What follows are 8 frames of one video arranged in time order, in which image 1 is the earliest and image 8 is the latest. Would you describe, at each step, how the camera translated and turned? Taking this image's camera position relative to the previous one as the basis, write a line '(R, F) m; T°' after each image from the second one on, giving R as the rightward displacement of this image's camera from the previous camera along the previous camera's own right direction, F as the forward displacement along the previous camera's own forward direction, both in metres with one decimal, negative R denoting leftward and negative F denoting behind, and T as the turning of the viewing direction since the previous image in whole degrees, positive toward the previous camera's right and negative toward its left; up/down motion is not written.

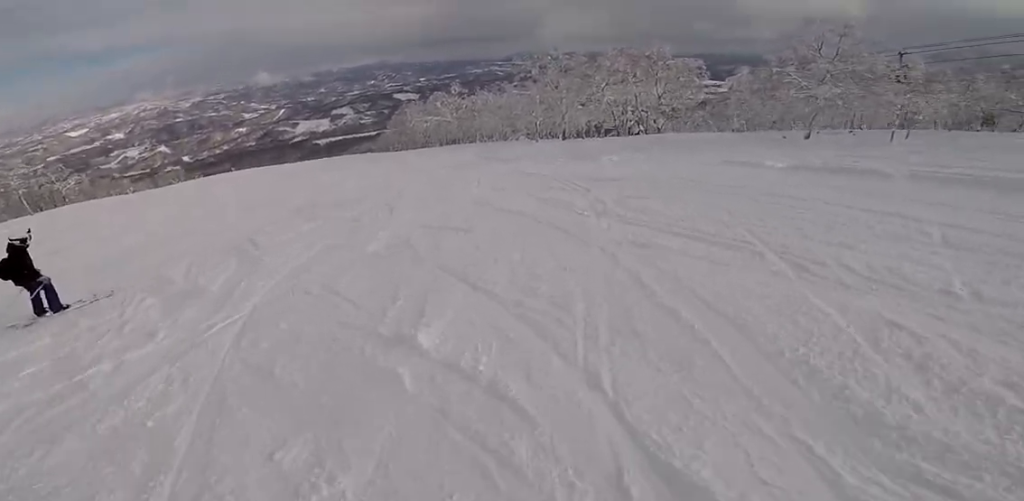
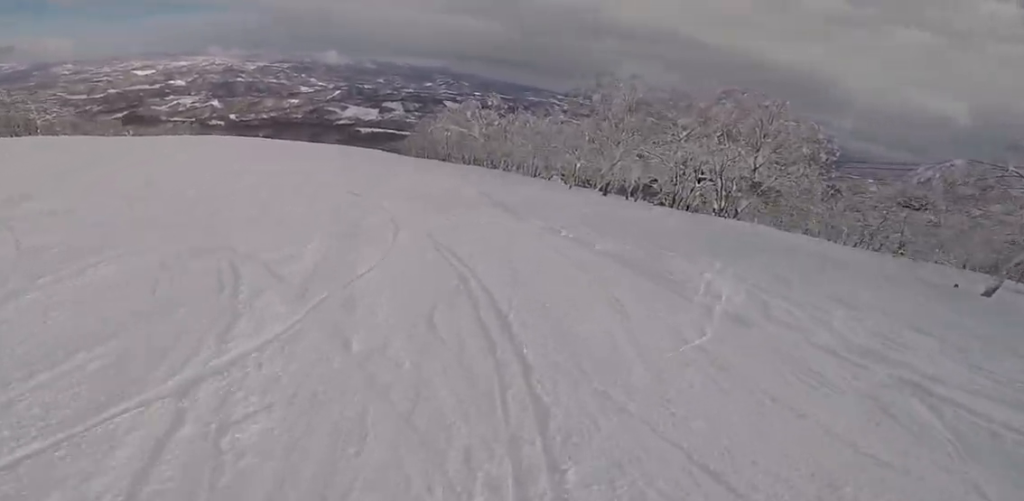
(+0.7, +10.8) m; -3°
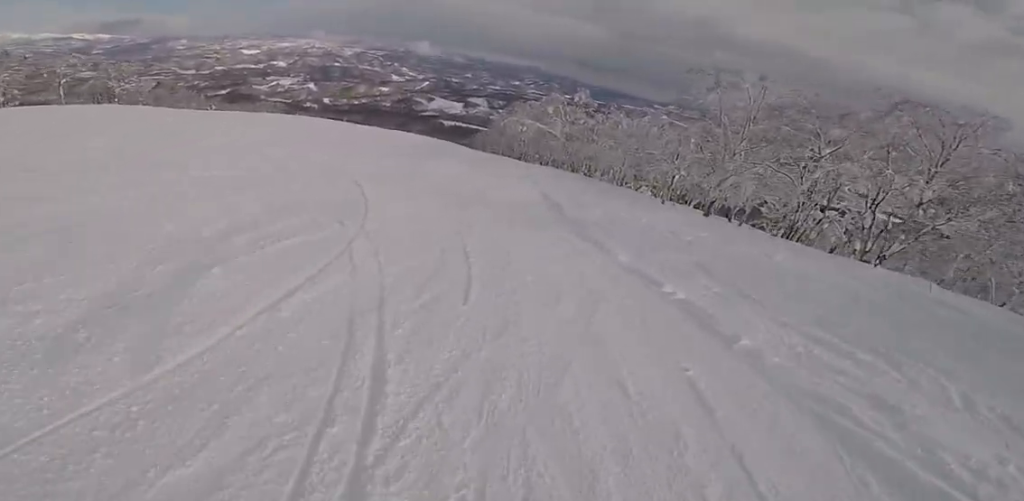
(-0.5, +5.3) m; -5°
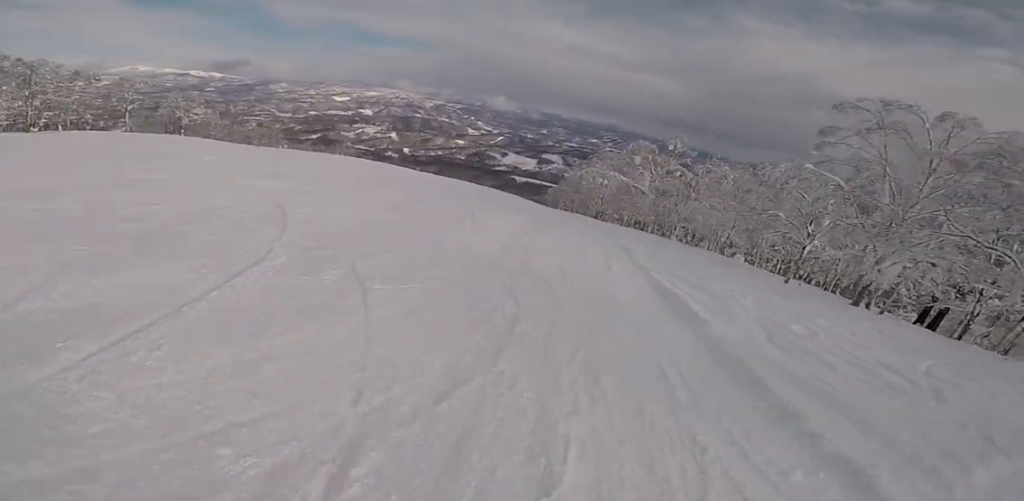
(-0.2, +7.2) m; -8°
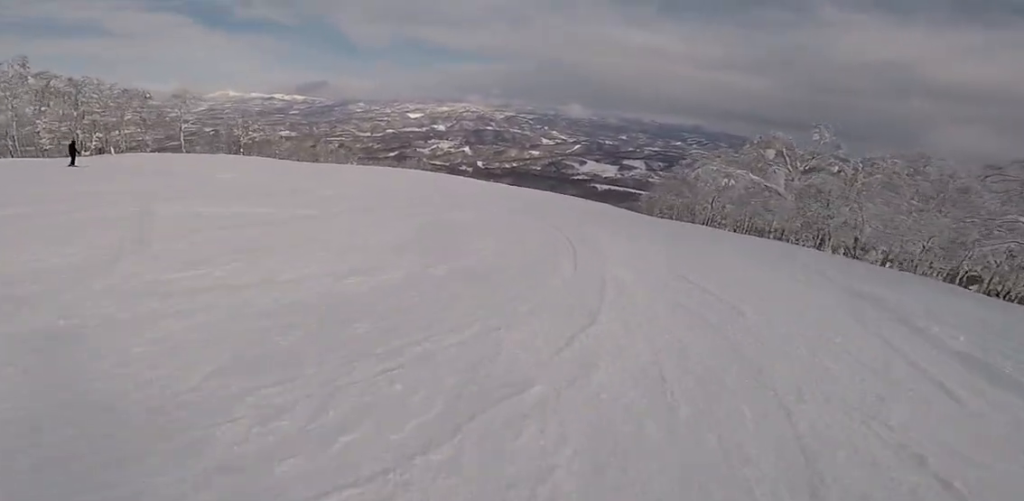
(-0.5, +7.0) m; -7°
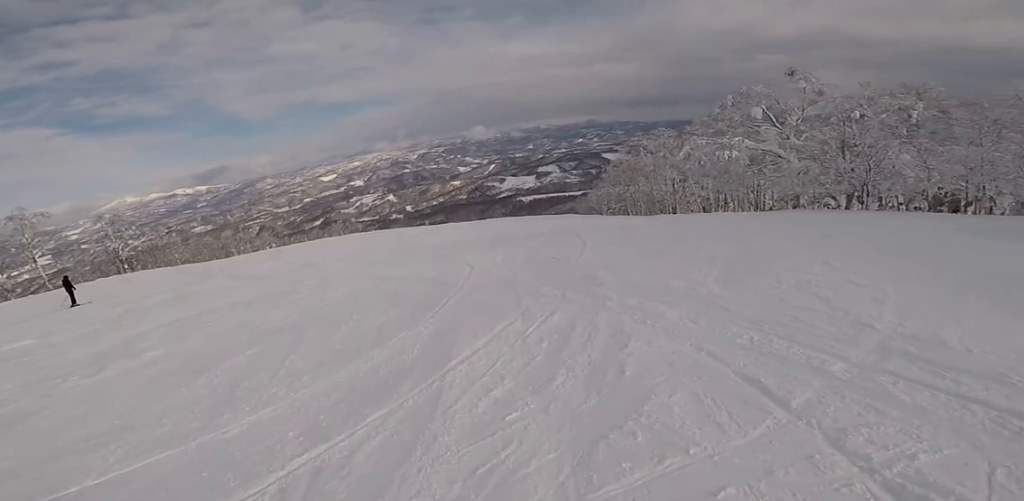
(-0.9, +8.8) m; +1°
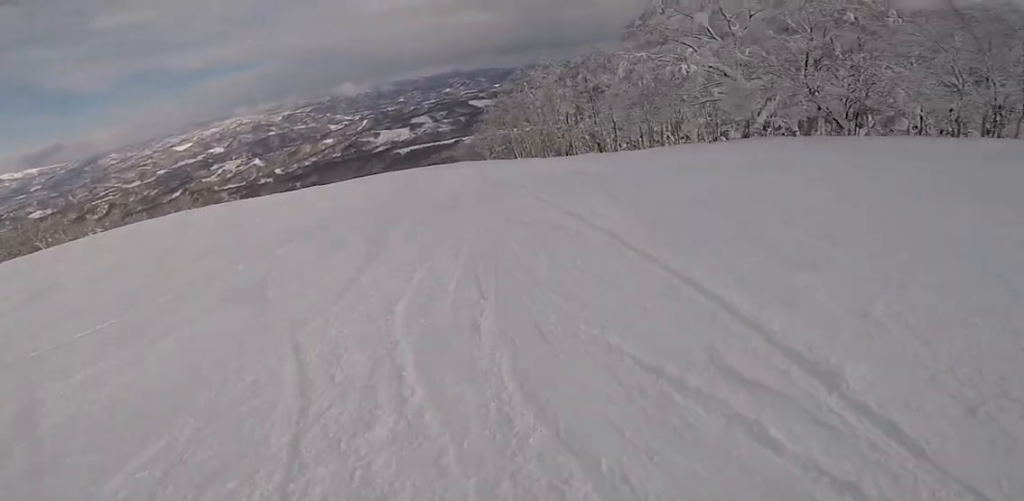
(+1.2, +9.0) m; +15°
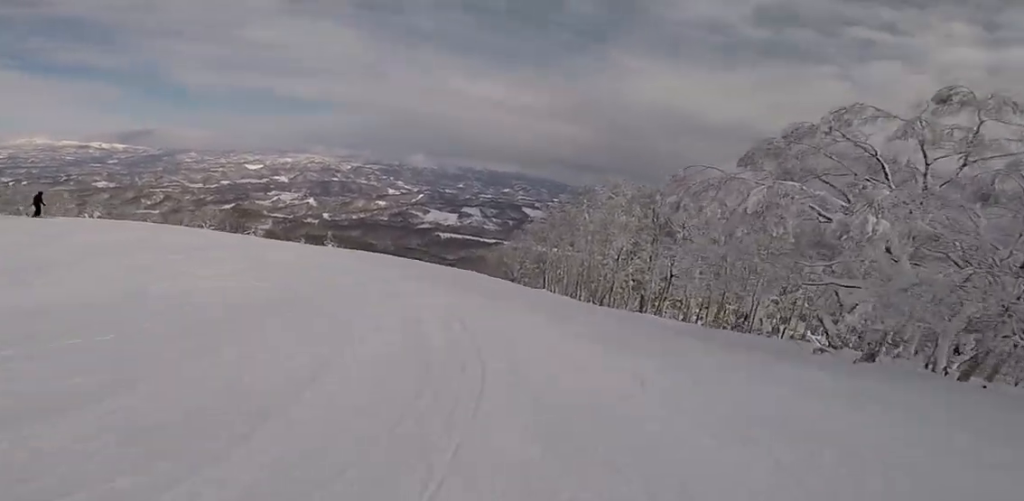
(+1.0, +7.9) m; -2°
